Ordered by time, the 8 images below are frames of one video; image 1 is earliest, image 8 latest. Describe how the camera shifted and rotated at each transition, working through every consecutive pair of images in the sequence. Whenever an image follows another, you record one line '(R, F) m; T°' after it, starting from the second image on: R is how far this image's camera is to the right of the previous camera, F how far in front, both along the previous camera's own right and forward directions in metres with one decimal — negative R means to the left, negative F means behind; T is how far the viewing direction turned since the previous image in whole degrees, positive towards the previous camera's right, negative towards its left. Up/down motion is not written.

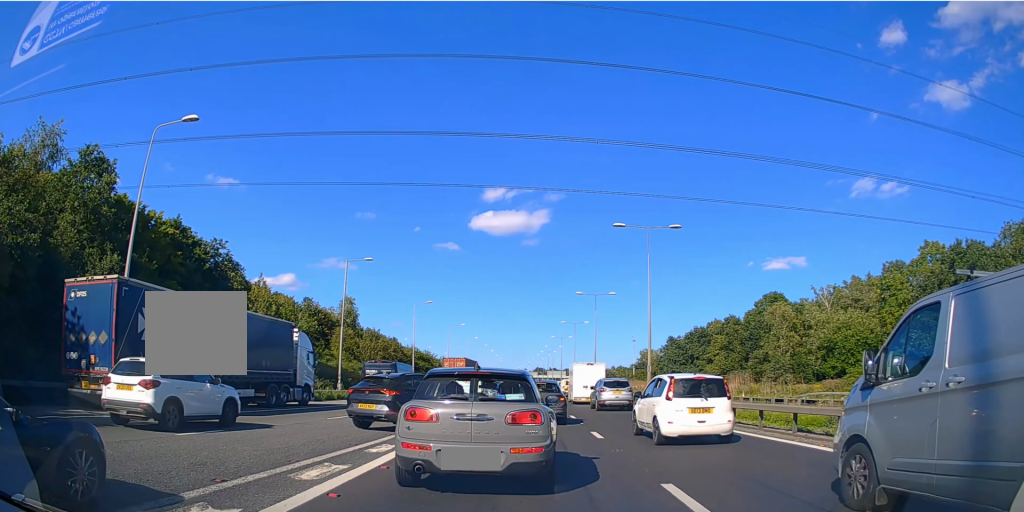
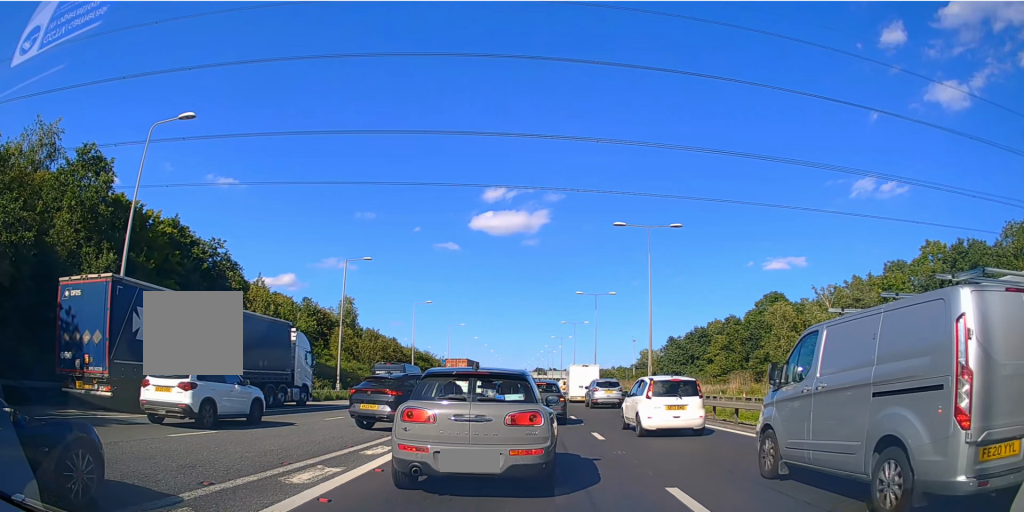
(0.0, +0.6) m; 0°
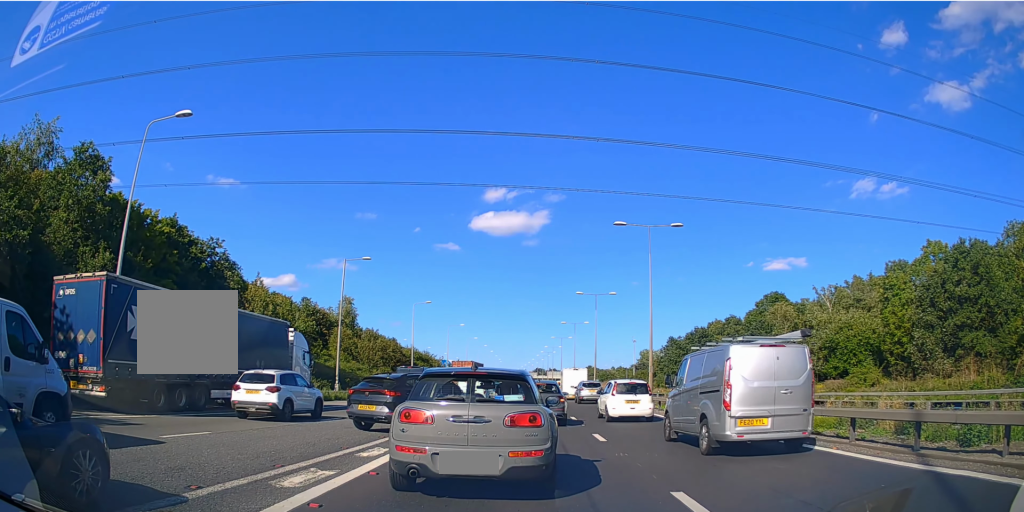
(-0.1, +0.7) m; 0°
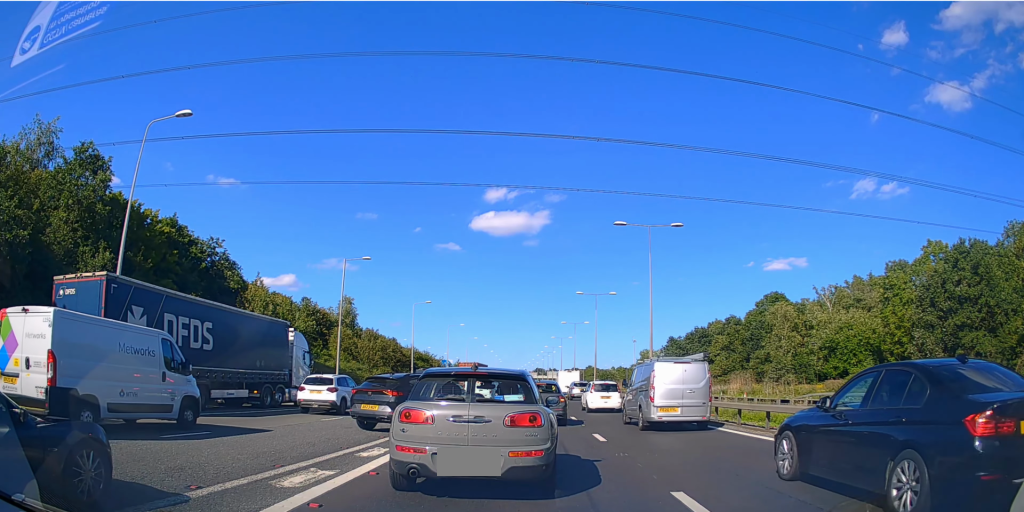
(0.0, +0.2) m; 0°
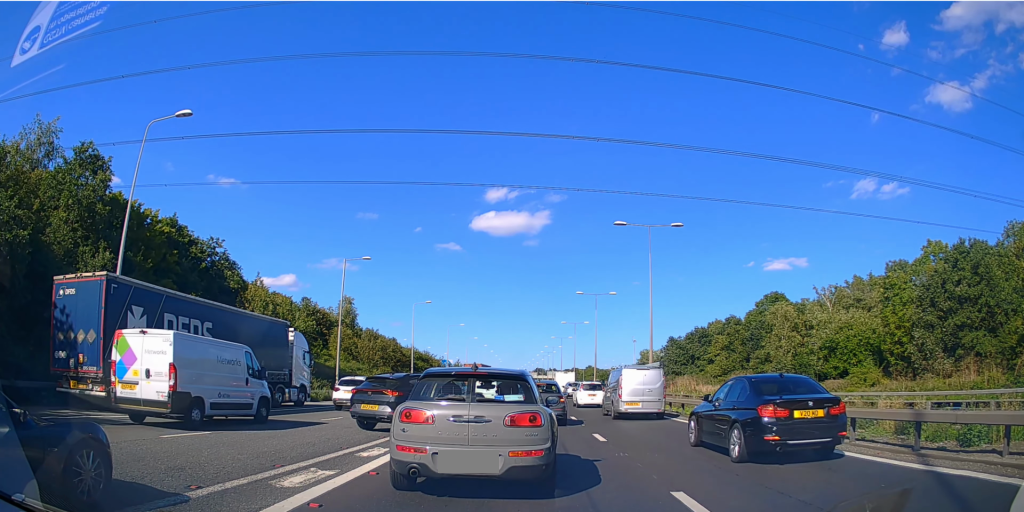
(0.0, 0.0) m; 0°
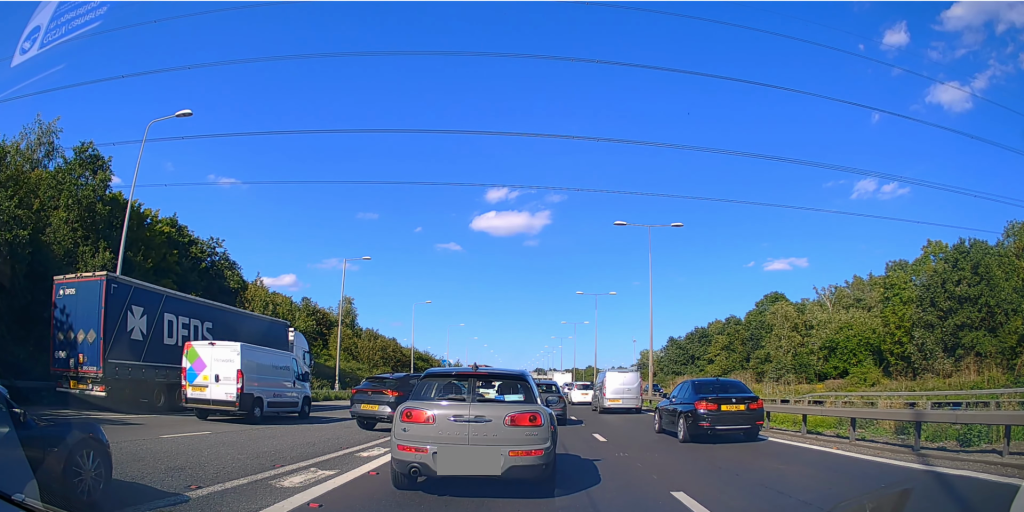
(0.0, 0.0) m; 0°
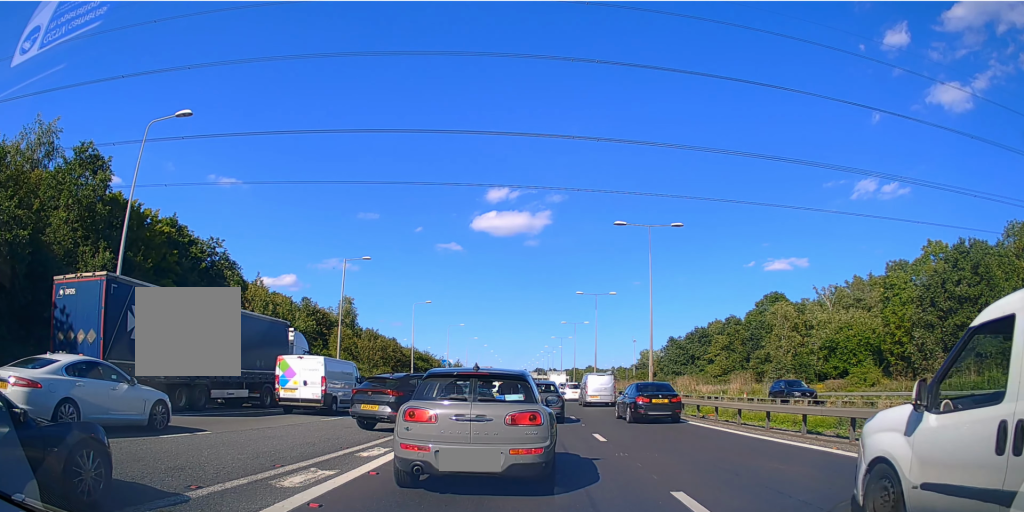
(0.0, 0.0) m; 0°
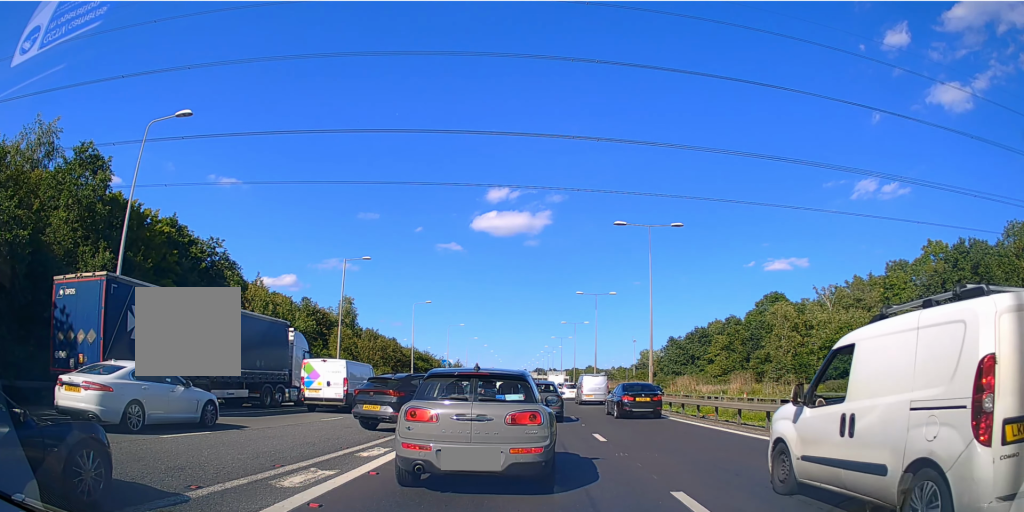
(0.0, 0.0) m; 0°
